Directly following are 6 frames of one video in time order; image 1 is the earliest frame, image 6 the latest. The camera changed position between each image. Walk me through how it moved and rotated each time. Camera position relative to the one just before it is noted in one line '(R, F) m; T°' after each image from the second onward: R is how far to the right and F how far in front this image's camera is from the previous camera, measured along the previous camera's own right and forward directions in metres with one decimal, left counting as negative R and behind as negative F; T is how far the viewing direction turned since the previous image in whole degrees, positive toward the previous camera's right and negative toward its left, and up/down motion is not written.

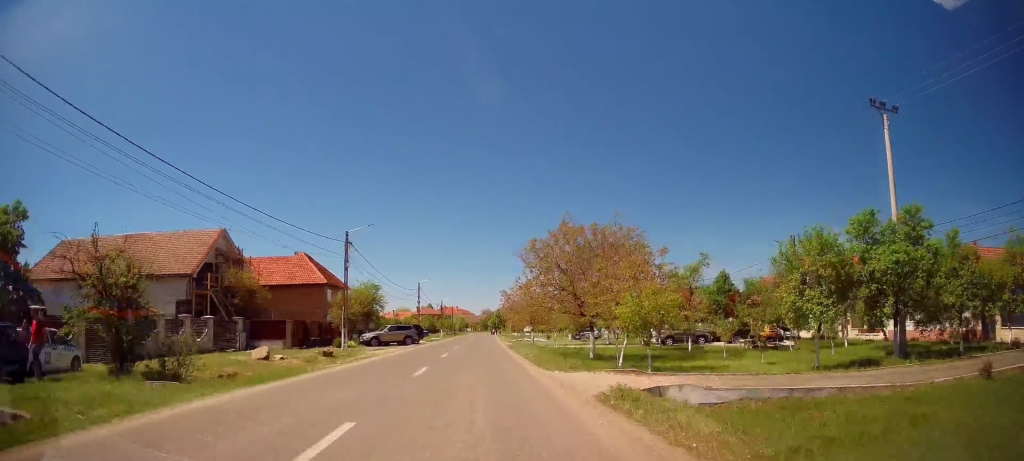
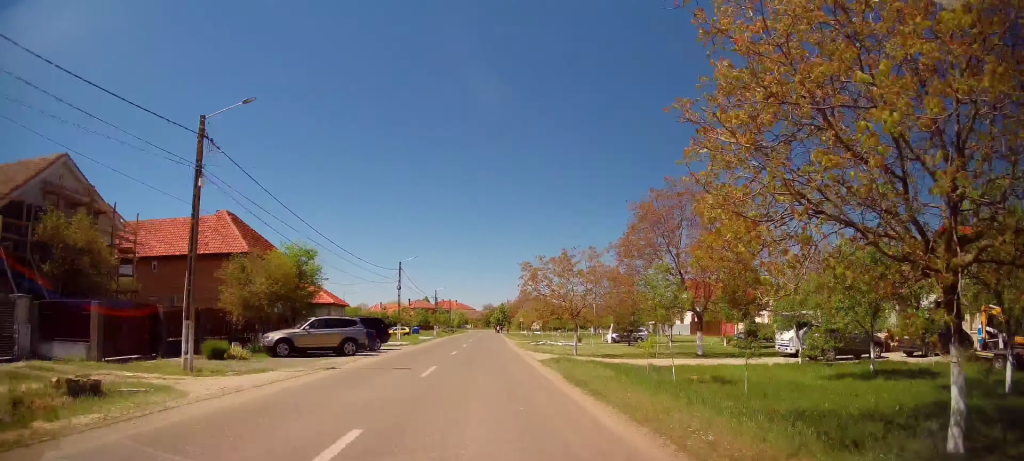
(0.0, +20.6) m; -1°
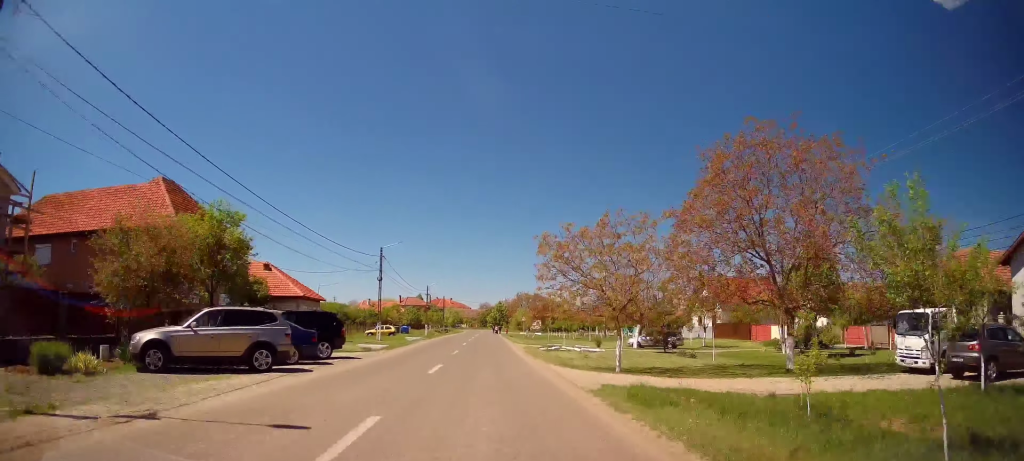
(-0.1, +9.1) m; -1°
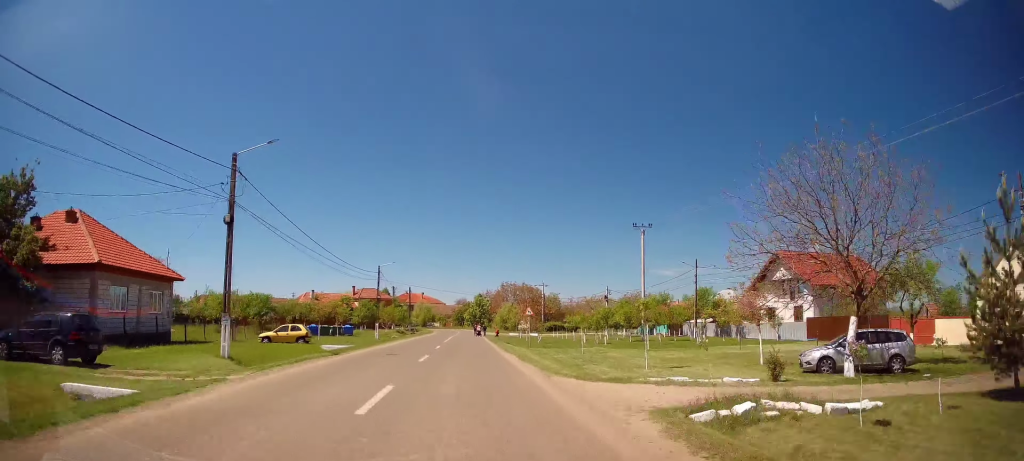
(+0.7, +25.9) m; +3°
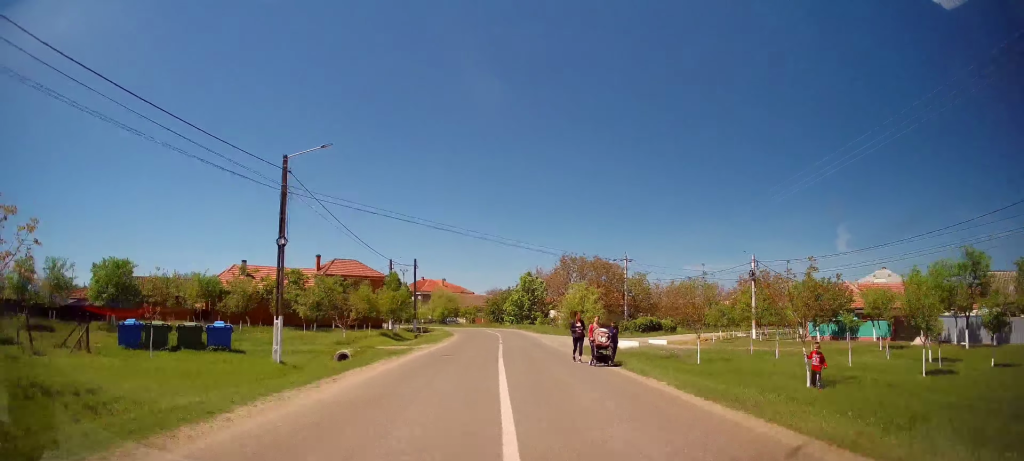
(-1.1, +39.4) m; -2°
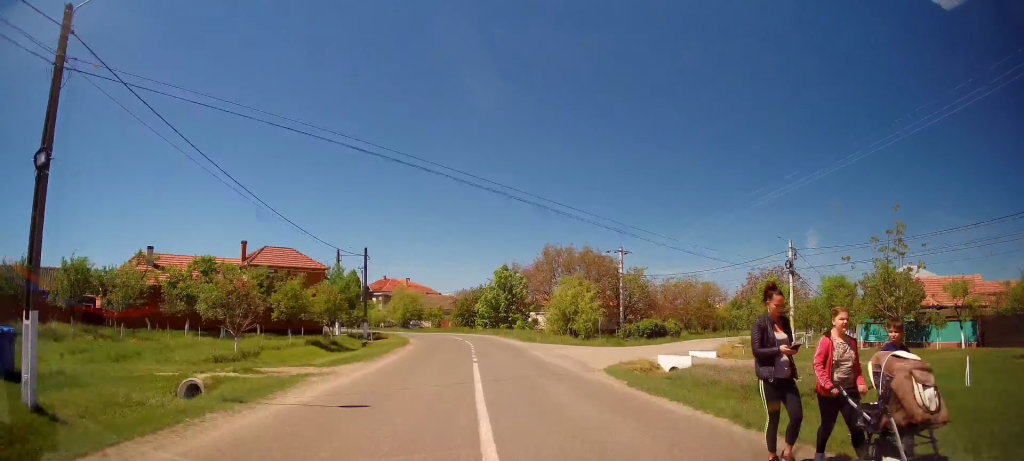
(+0.3, +11.9) m; +3°
